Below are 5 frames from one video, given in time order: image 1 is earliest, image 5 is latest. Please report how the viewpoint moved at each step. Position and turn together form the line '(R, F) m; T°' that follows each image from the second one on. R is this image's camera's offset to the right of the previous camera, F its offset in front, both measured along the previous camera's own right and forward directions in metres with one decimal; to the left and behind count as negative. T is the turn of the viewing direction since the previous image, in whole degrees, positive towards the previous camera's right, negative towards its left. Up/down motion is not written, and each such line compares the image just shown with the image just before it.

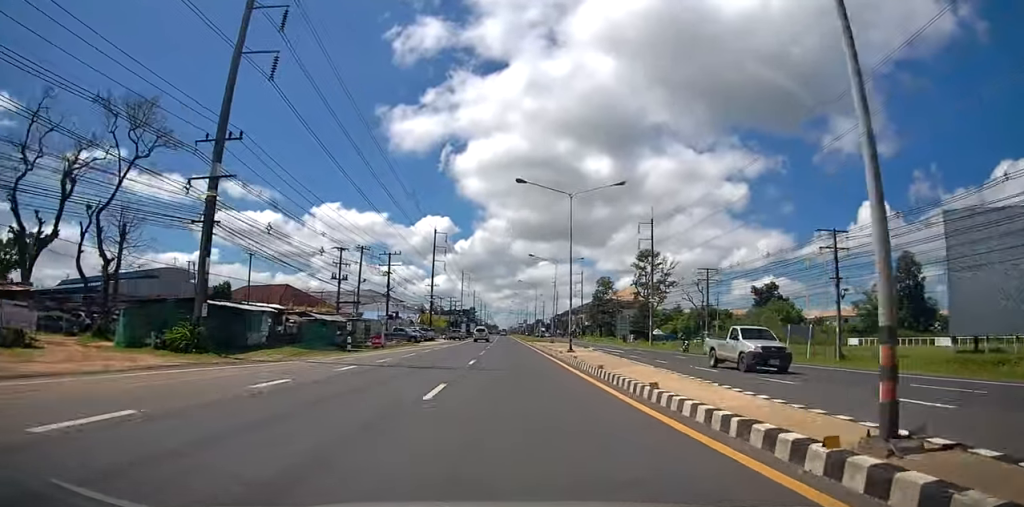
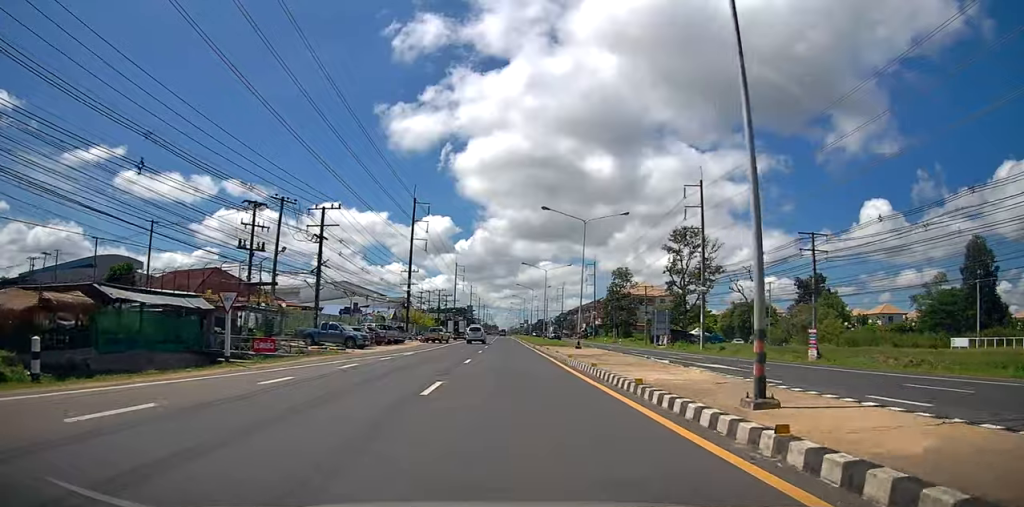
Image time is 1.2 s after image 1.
(-0.1, +19.4) m; -1°
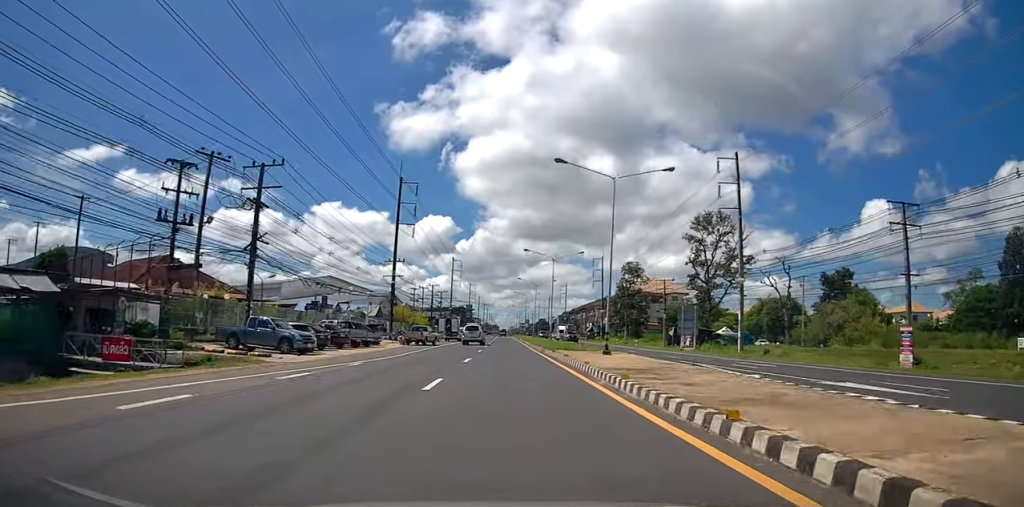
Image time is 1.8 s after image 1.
(0.0, +9.0) m; 0°
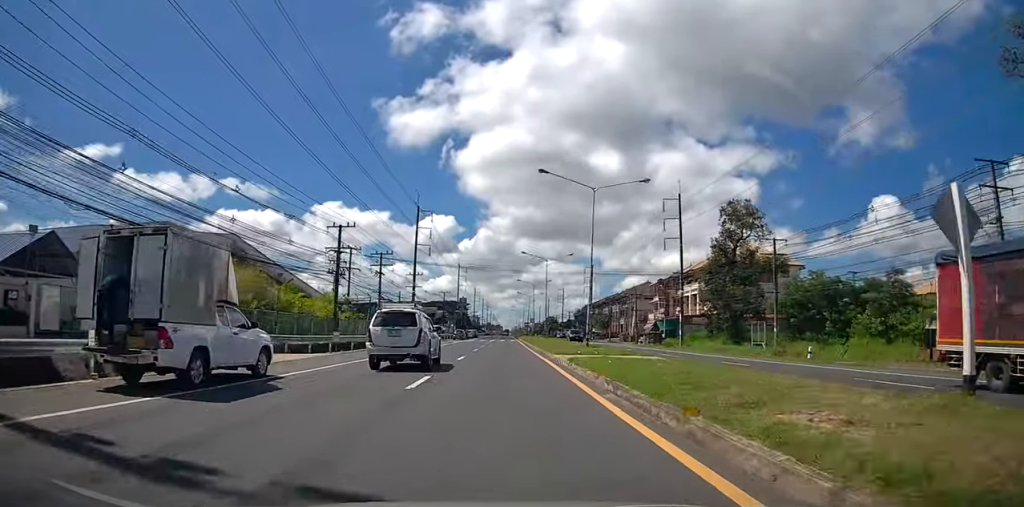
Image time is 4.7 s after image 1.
(-0.2, +58.8) m; 0°
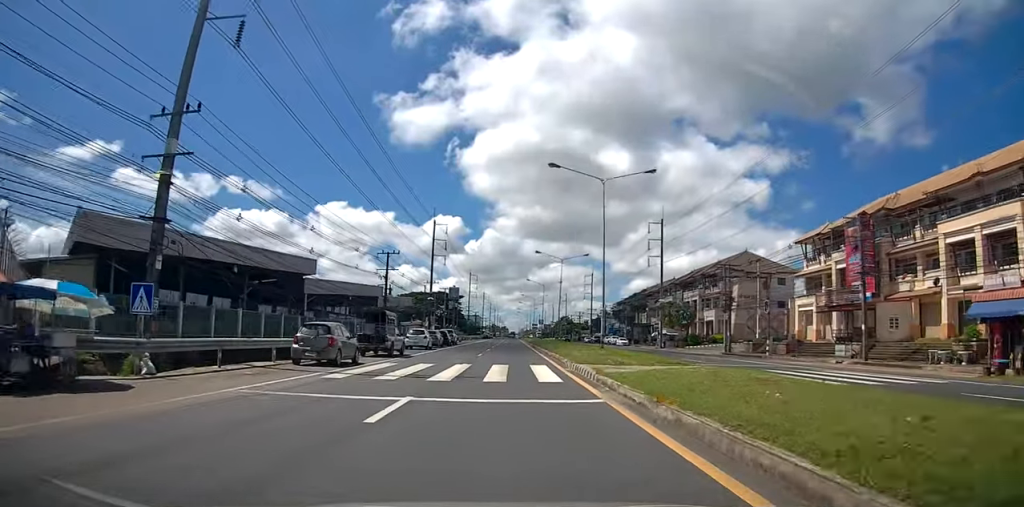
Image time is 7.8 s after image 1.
(0.0, +70.1) m; 0°
